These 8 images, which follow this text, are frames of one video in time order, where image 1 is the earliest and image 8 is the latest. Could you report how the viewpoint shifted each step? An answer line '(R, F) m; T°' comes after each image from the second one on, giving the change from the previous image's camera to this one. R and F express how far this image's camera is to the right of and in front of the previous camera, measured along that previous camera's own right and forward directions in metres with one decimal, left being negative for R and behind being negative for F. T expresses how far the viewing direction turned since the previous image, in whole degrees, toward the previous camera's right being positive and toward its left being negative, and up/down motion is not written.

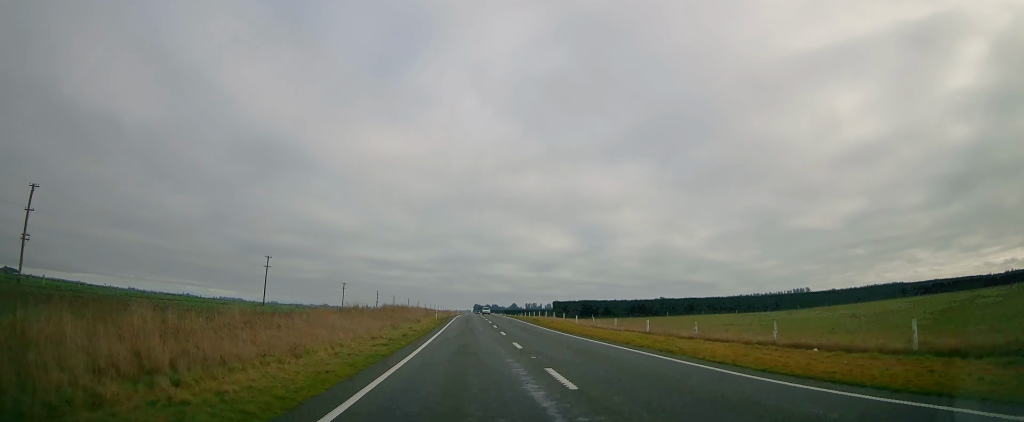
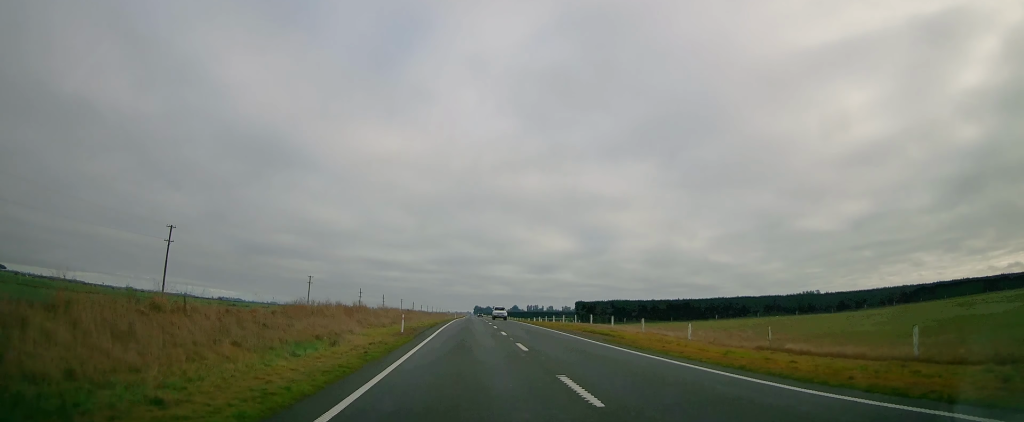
(-0.2, +31.8) m; -1°
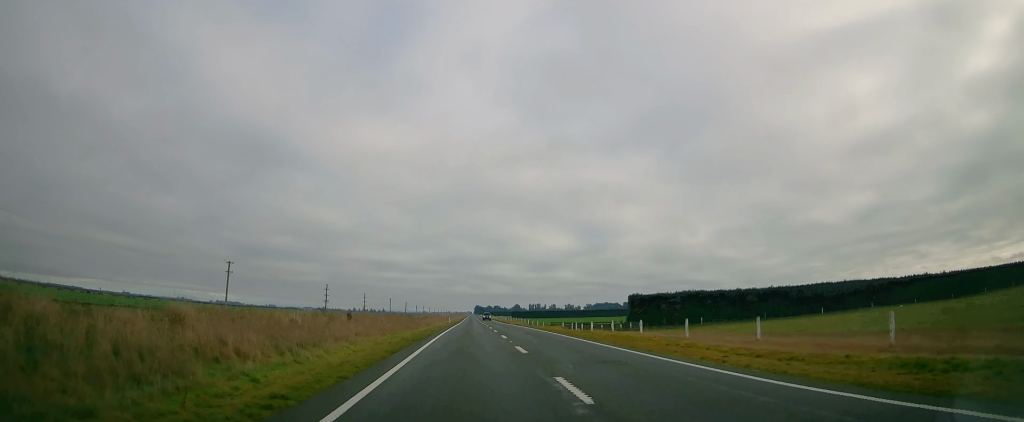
(-0.7, +40.3) m; 0°
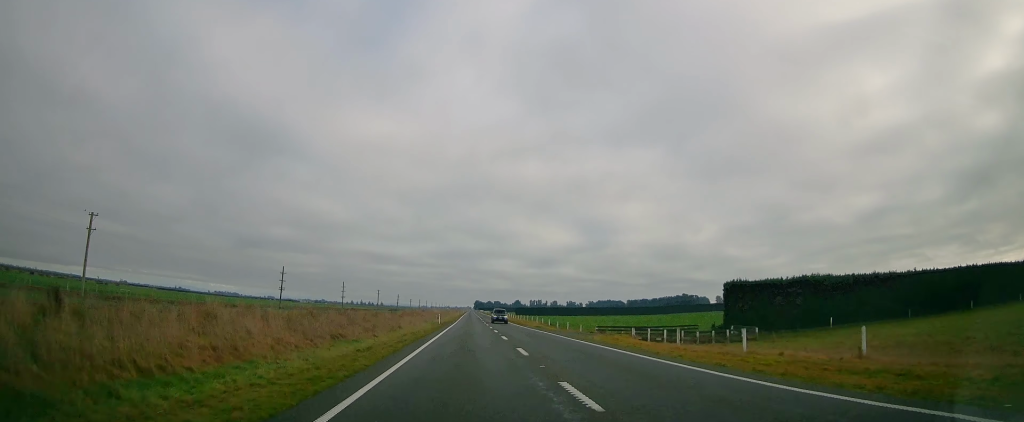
(+0.8, +31.0) m; +1°
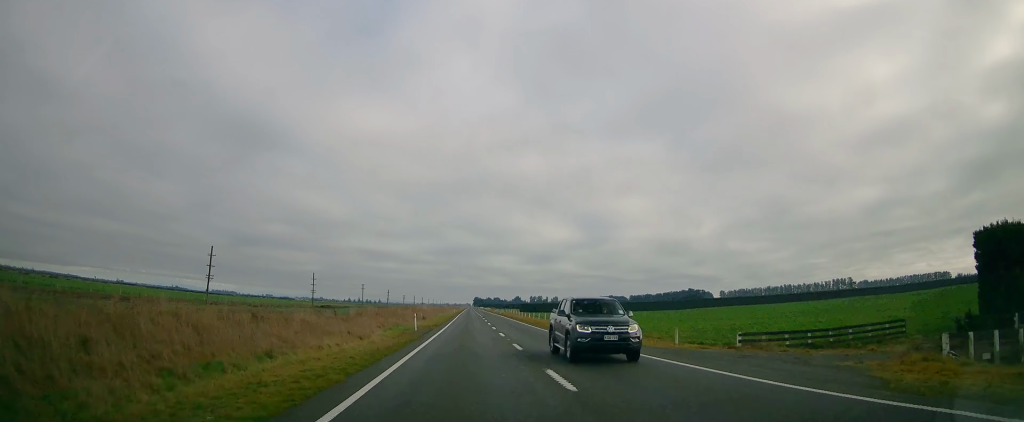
(-0.2, +28.1) m; 0°
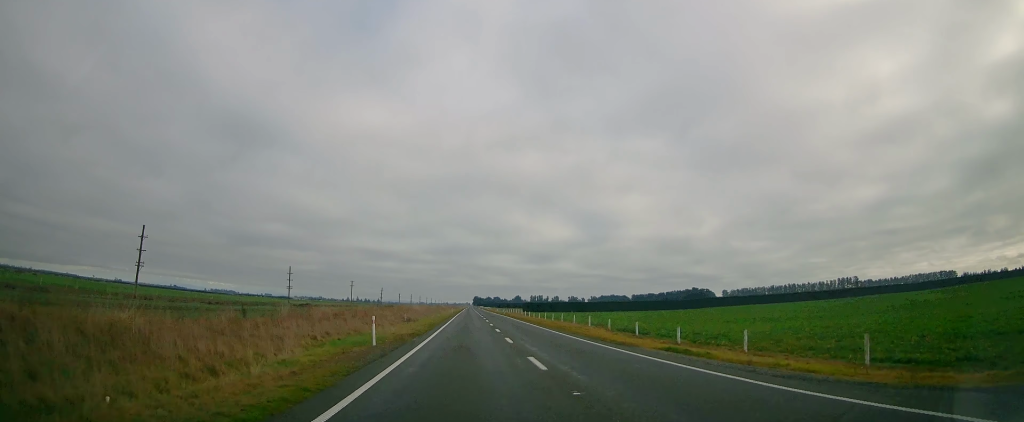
(+0.1, +16.4) m; 0°
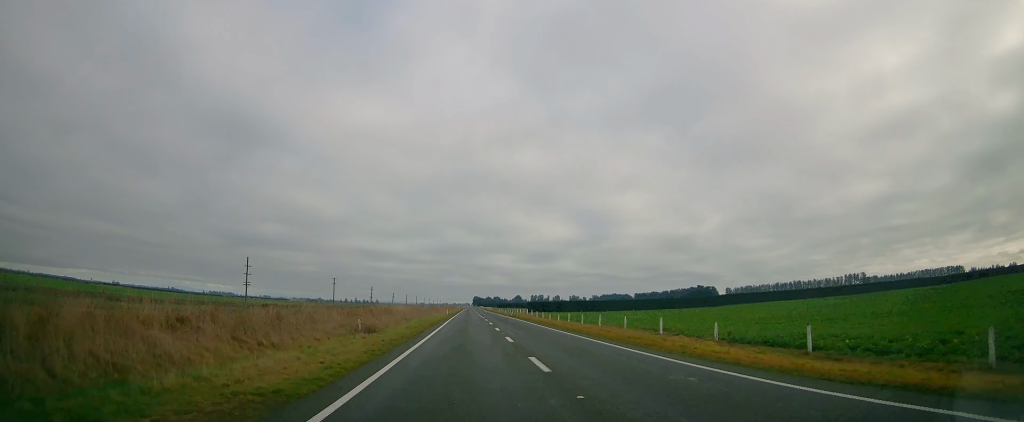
(+0.1, +21.0) m; -1°
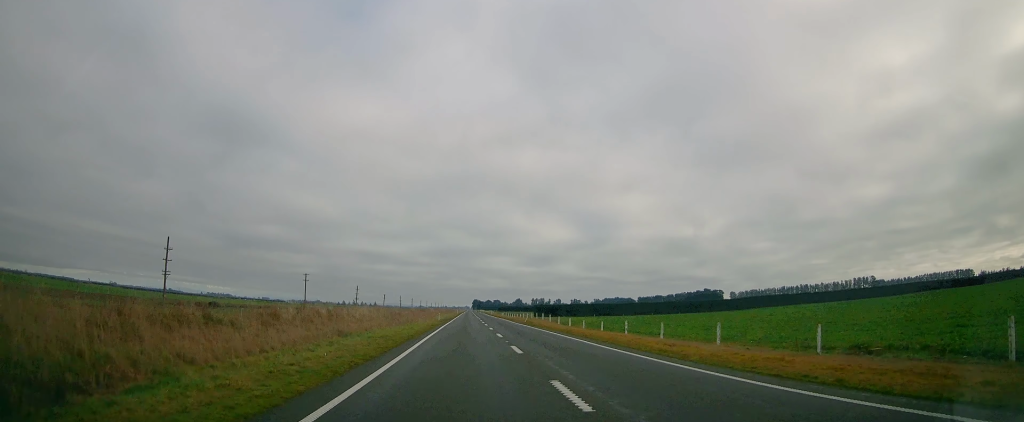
(-0.3, +24.8) m; -1°
